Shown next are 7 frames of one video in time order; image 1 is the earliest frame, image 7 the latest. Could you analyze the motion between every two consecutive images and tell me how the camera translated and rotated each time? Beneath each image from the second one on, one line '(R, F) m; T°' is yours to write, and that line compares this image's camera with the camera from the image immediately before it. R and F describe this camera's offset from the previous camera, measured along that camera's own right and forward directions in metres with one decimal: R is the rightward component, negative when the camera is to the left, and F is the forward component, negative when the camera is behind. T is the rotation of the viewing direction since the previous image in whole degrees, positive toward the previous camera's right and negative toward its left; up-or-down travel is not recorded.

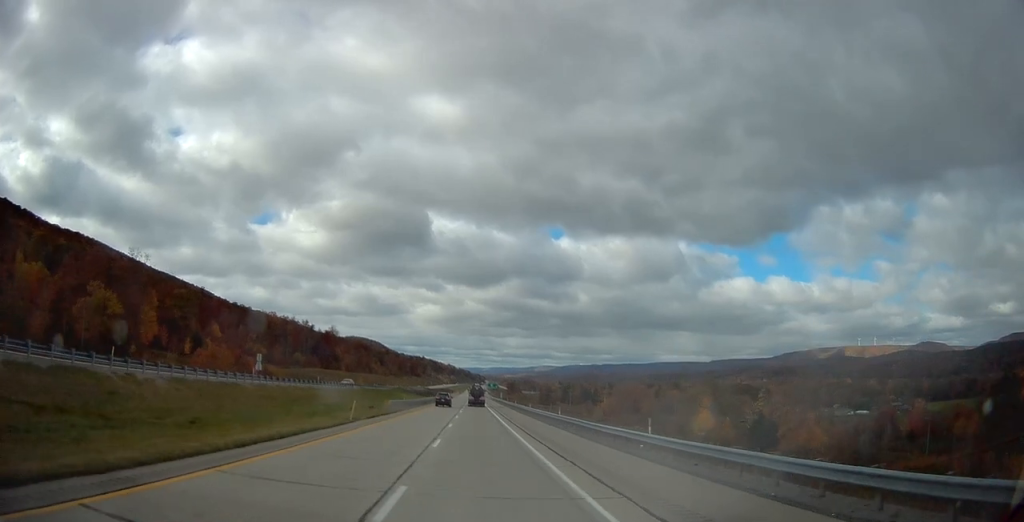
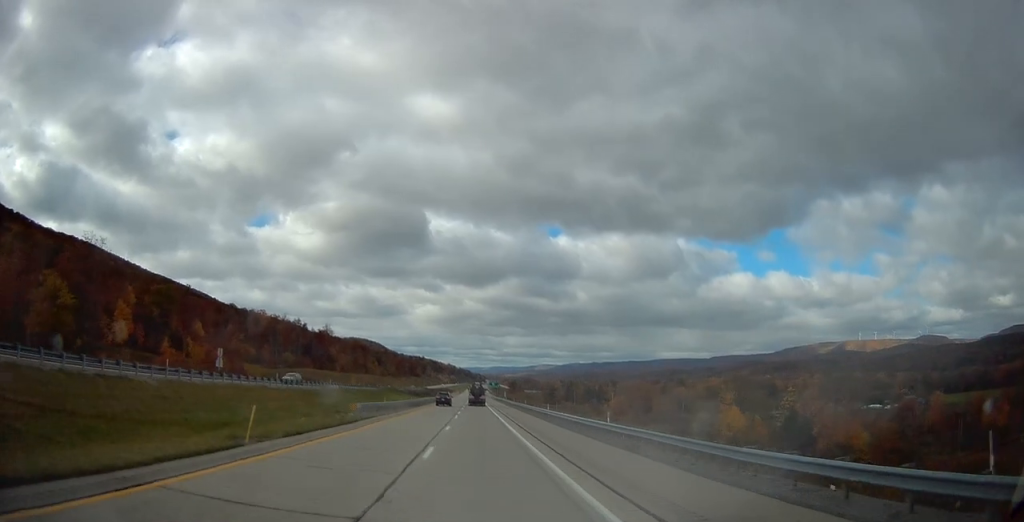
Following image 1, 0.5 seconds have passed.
(0.0, +16.0) m; 0°
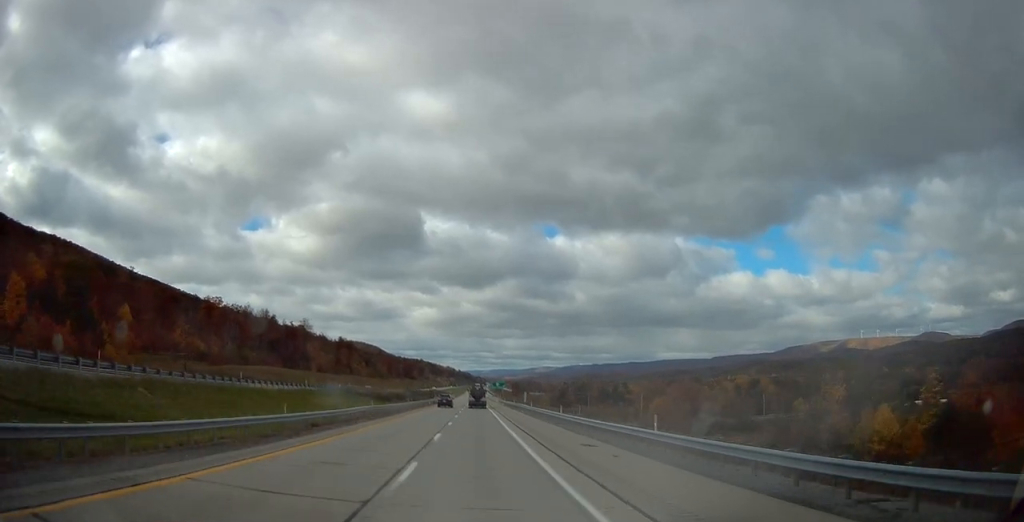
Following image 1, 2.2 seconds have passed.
(-0.3, +53.4) m; 0°
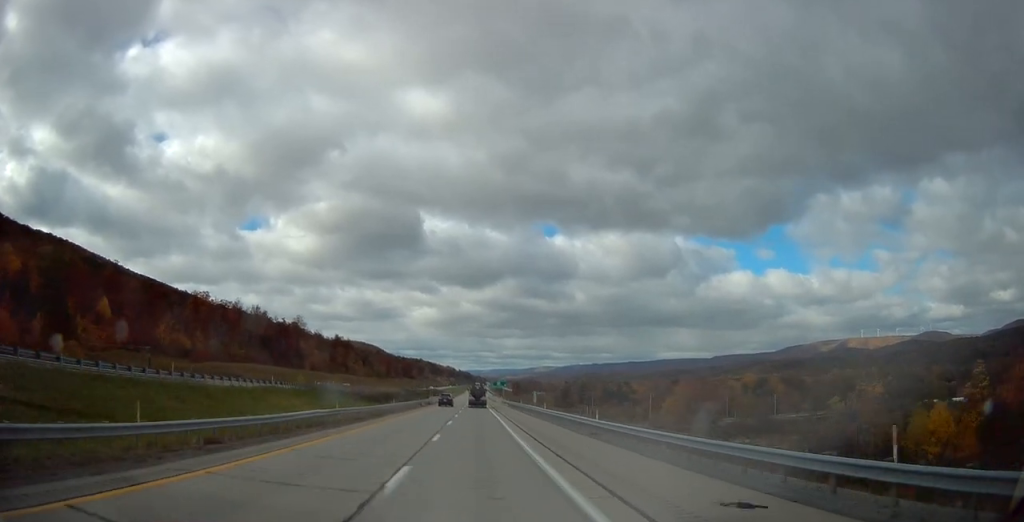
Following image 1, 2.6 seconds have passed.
(0.0, +12.8) m; 0°
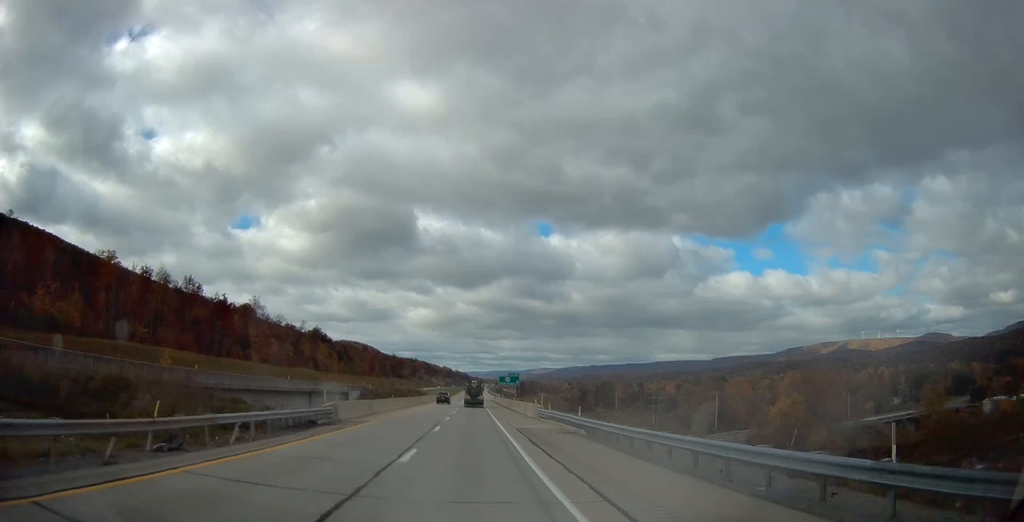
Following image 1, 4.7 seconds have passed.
(+0.2, +69.1) m; 0°
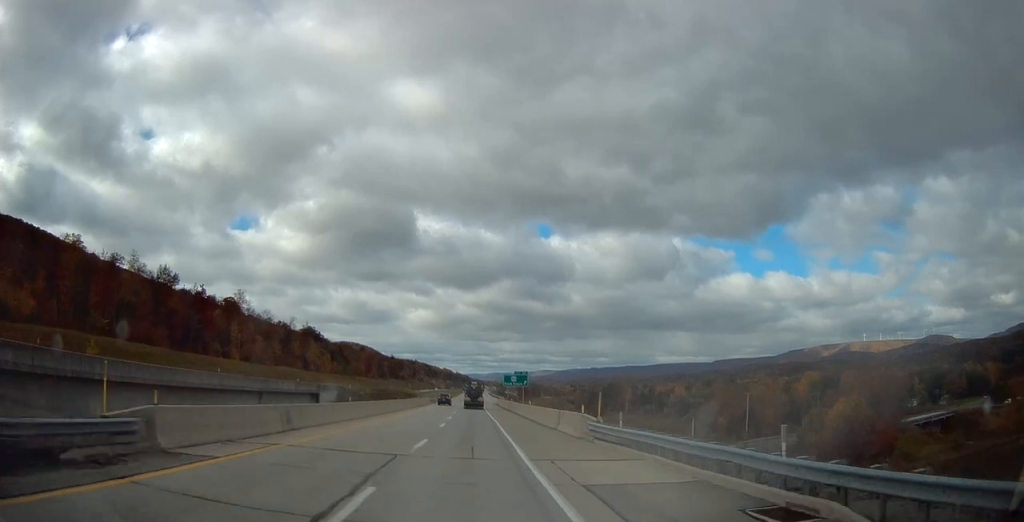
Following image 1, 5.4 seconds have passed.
(-0.2, +20.2) m; 0°
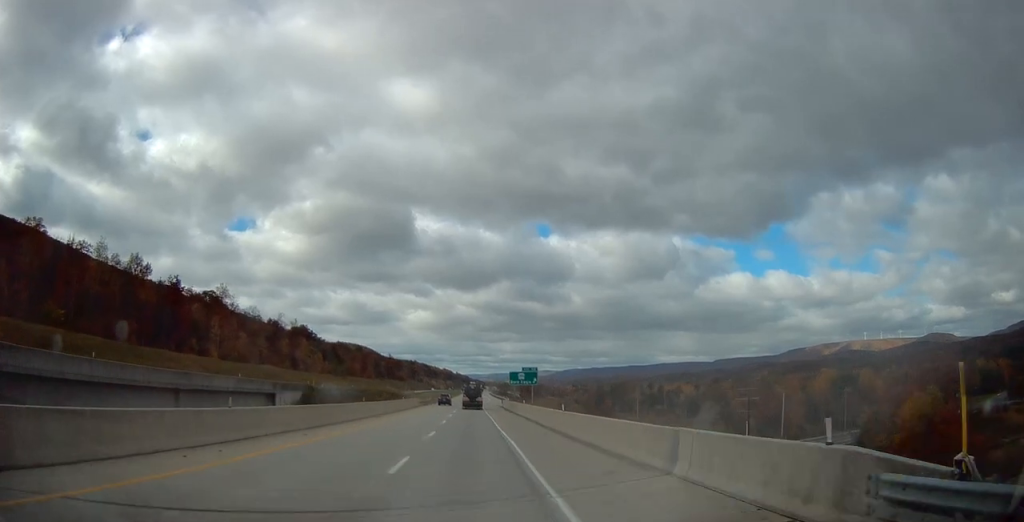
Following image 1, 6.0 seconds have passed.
(+0.2, +19.0) m; 0°
